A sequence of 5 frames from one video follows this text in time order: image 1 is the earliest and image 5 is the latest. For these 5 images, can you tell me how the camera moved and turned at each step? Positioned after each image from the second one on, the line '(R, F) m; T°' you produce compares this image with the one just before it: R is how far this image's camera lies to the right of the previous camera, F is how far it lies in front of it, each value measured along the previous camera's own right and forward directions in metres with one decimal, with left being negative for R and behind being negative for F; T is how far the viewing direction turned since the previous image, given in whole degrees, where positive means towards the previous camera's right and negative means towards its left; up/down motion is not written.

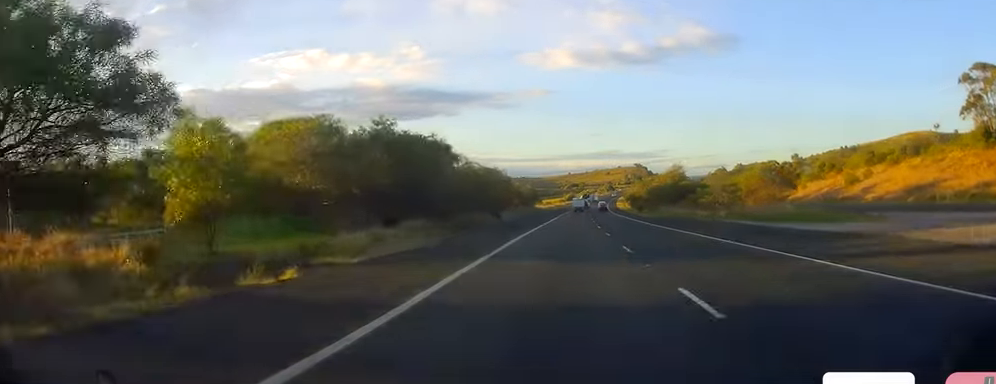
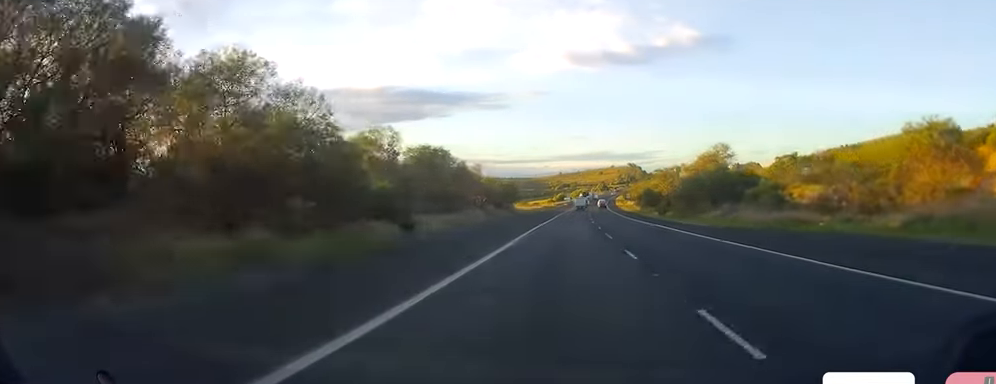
(+1.3, +38.1) m; +3°
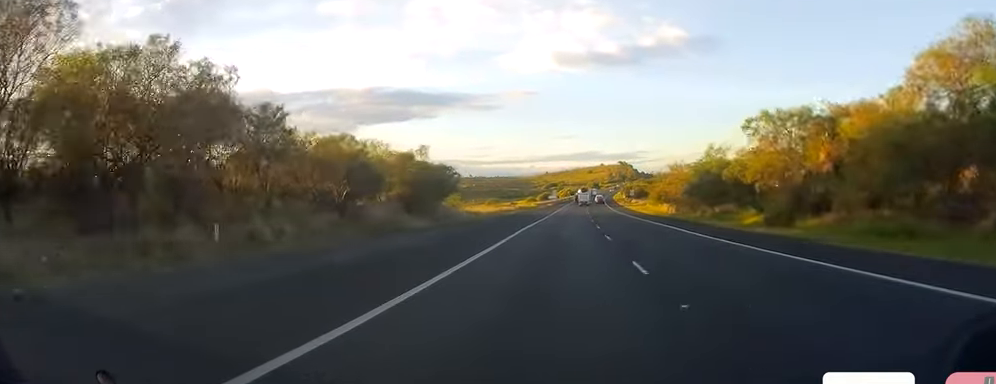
(-0.6, +52.1) m; -1°
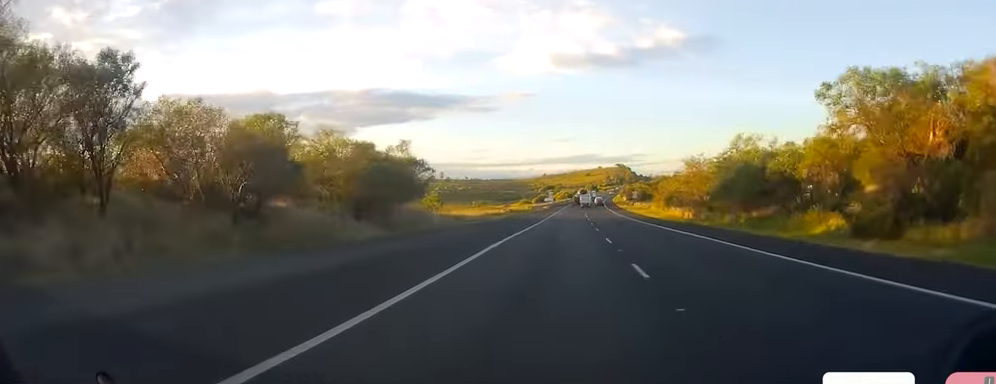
(-0.1, +12.1) m; +1°
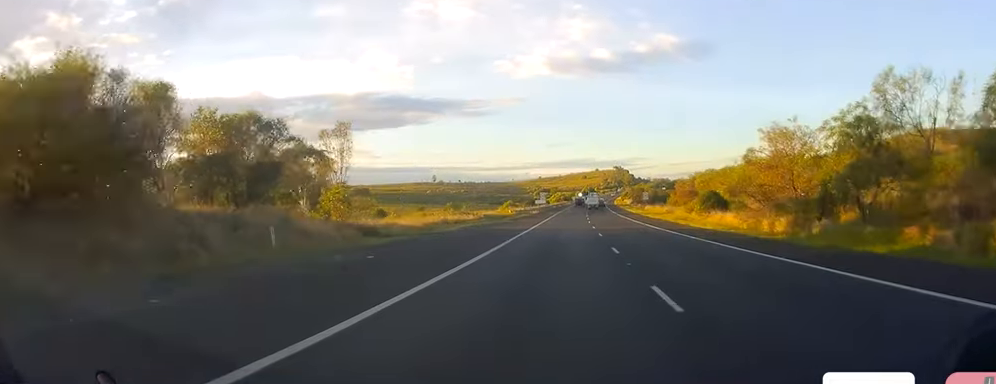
(+0.6, +28.0) m; +2°
